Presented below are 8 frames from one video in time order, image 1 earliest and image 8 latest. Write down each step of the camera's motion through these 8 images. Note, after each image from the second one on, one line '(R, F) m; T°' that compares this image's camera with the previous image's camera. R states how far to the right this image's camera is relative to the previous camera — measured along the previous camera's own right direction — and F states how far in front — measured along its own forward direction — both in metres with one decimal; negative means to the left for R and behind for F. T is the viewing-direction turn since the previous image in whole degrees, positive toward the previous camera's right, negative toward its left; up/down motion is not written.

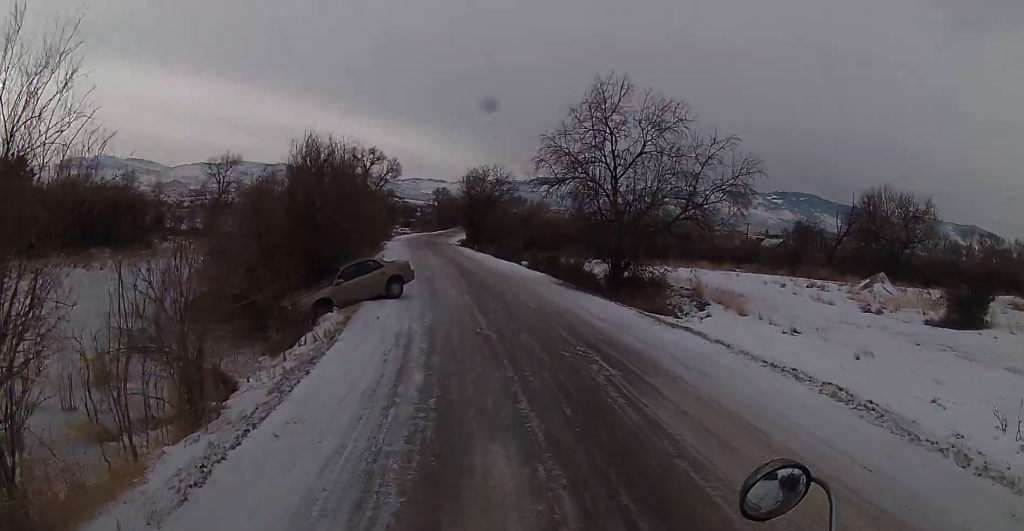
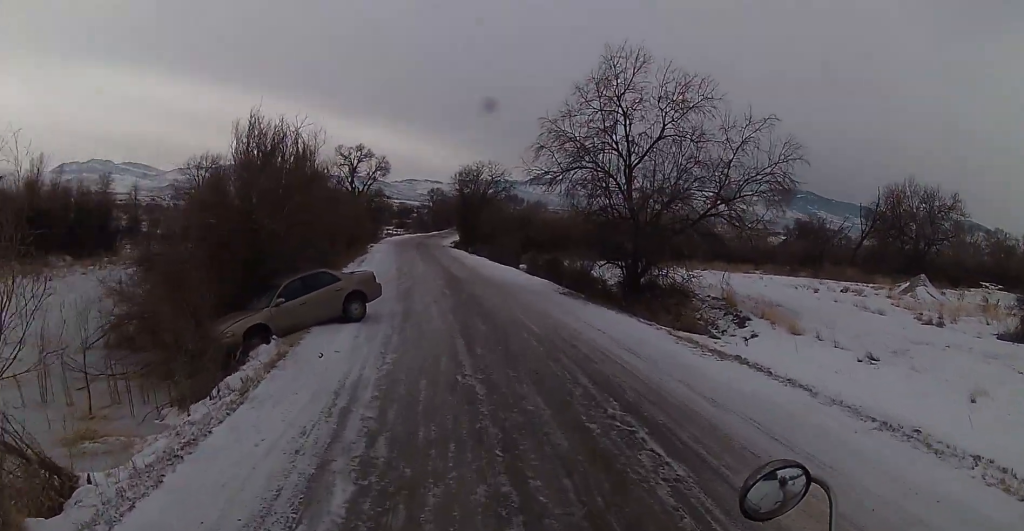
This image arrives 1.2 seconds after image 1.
(-0.1, +5.2) m; 0°
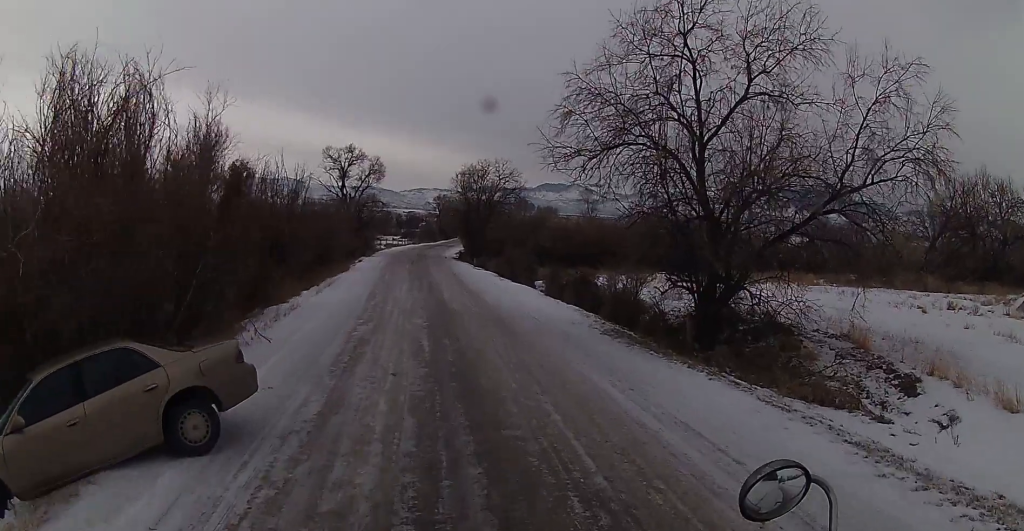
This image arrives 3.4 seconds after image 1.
(+0.9, +9.5) m; +7°
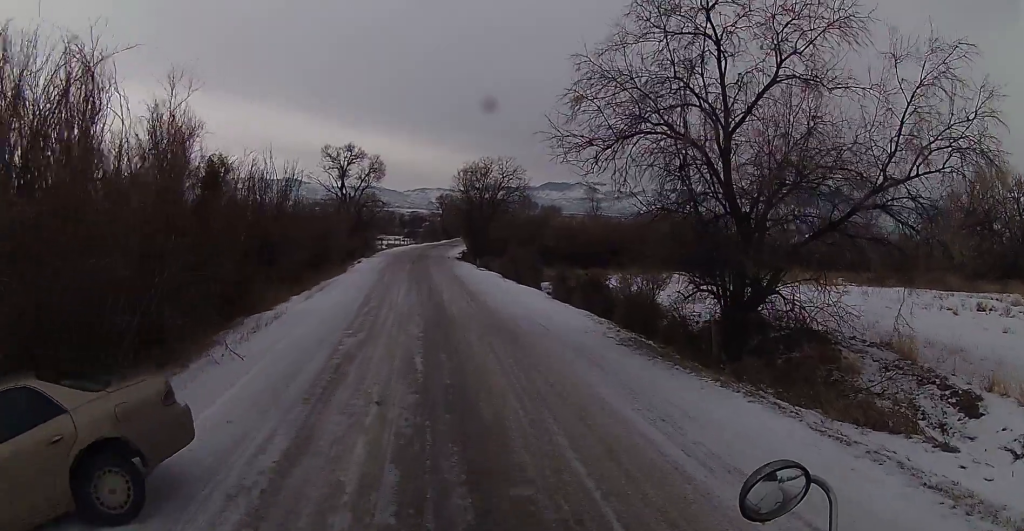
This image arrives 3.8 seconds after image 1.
(0.0, +2.0) m; -3°
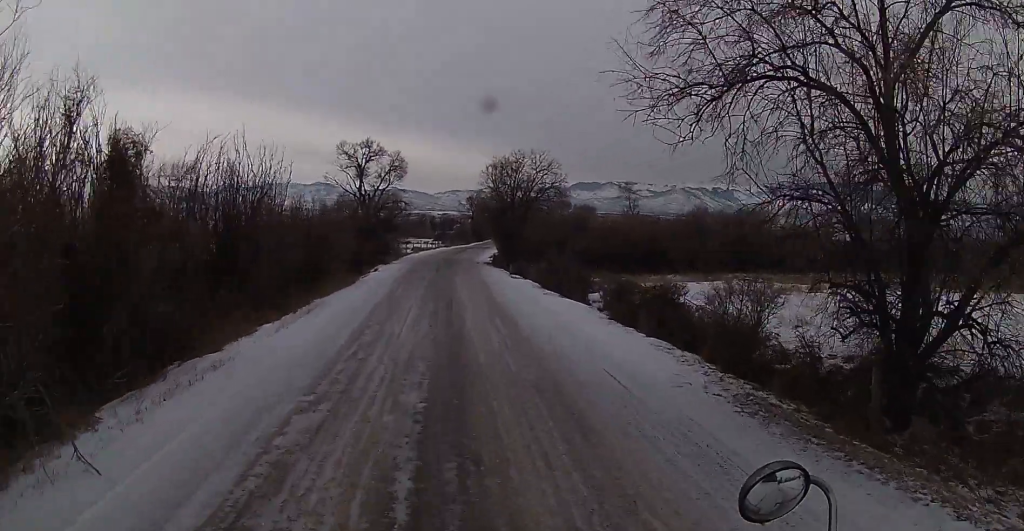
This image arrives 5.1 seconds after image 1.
(-0.5, +6.3) m; -13°
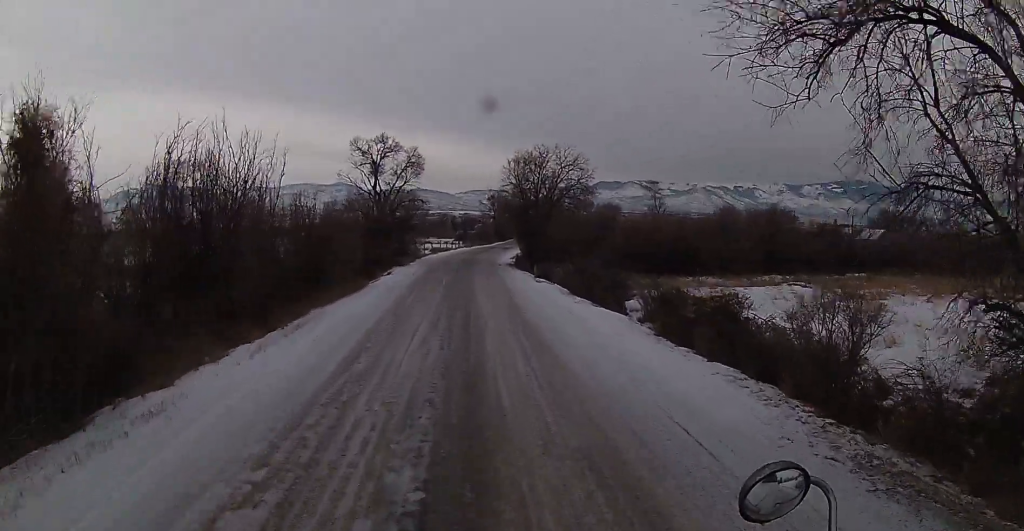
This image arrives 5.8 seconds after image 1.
(-0.3, +3.4) m; -3°
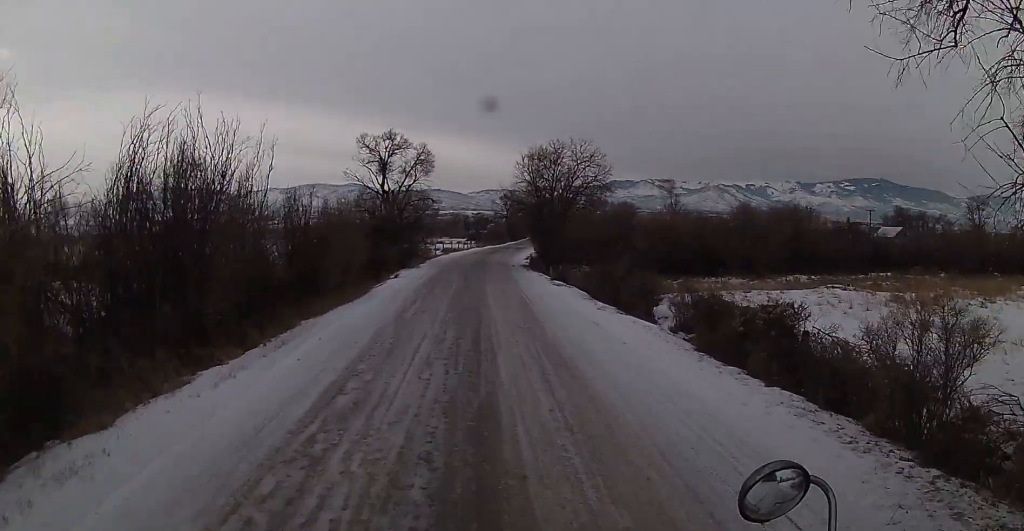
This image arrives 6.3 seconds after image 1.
(-0.3, +2.4) m; +1°
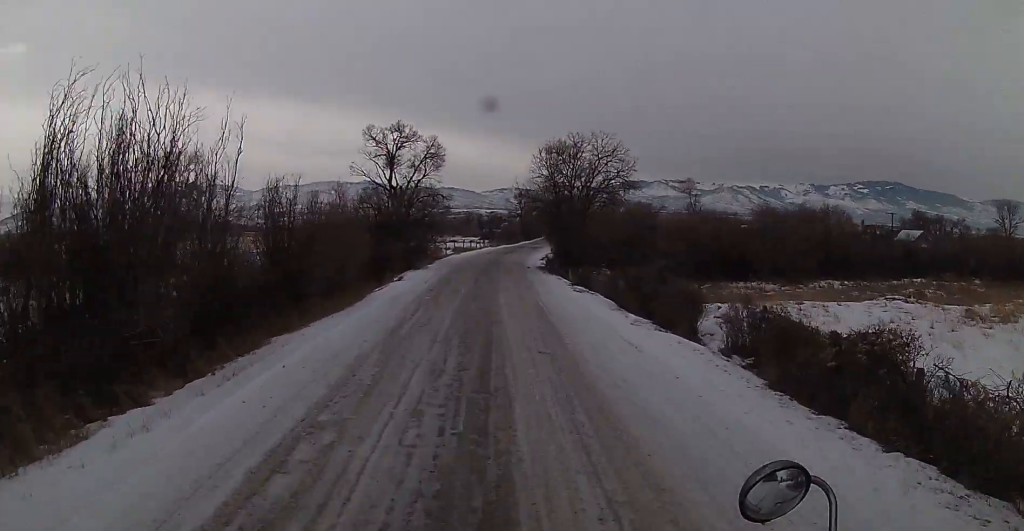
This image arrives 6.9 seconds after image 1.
(+0.2, +3.6) m; +4°
